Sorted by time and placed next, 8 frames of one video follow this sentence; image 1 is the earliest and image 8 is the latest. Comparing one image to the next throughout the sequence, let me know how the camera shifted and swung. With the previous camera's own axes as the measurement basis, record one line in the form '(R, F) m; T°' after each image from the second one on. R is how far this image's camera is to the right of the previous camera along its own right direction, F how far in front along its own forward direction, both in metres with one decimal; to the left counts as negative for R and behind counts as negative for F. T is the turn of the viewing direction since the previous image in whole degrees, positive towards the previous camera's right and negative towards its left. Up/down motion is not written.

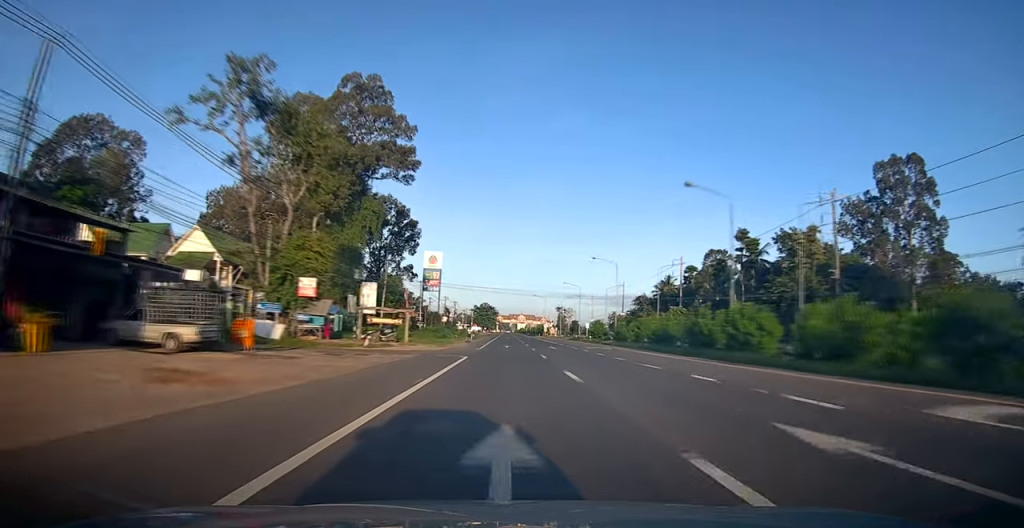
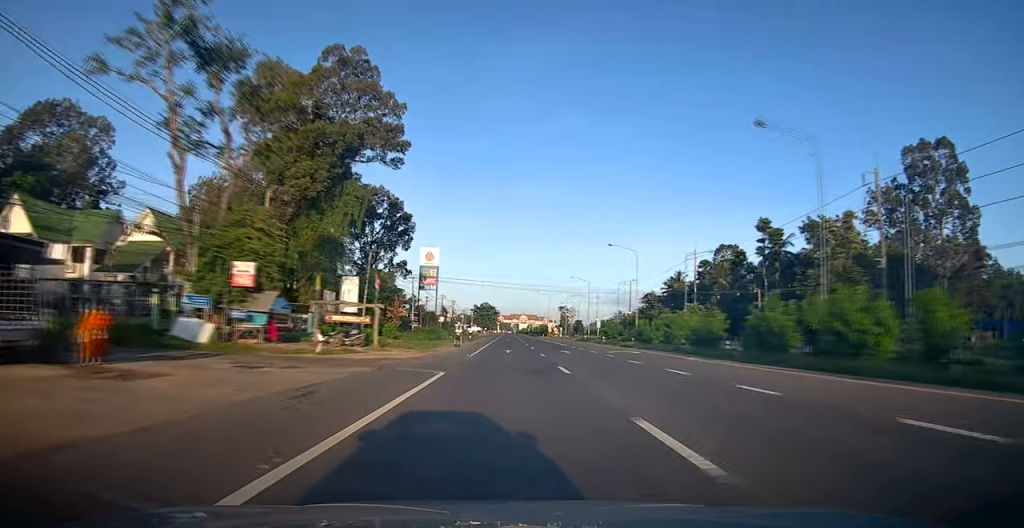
(+0.2, +9.6) m; 0°
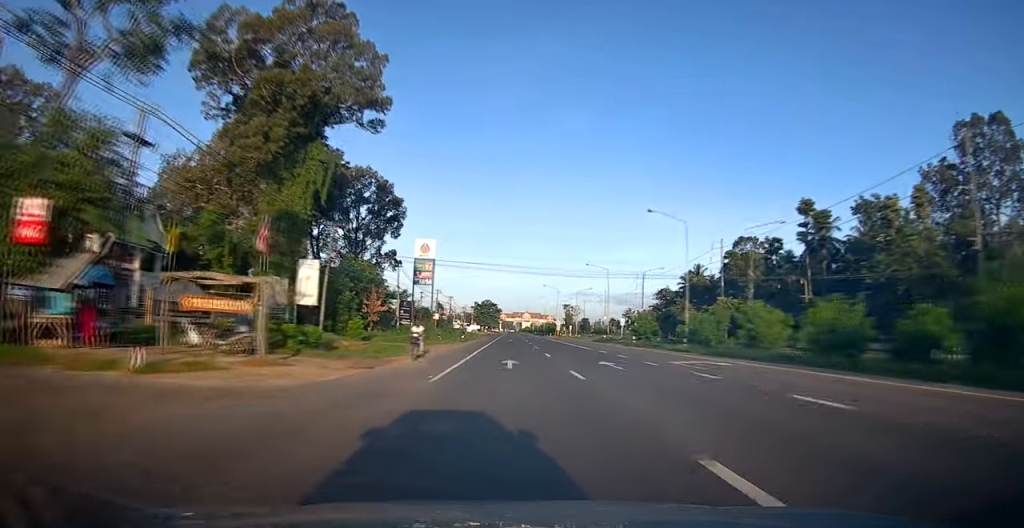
(-0.3, +14.6) m; 0°
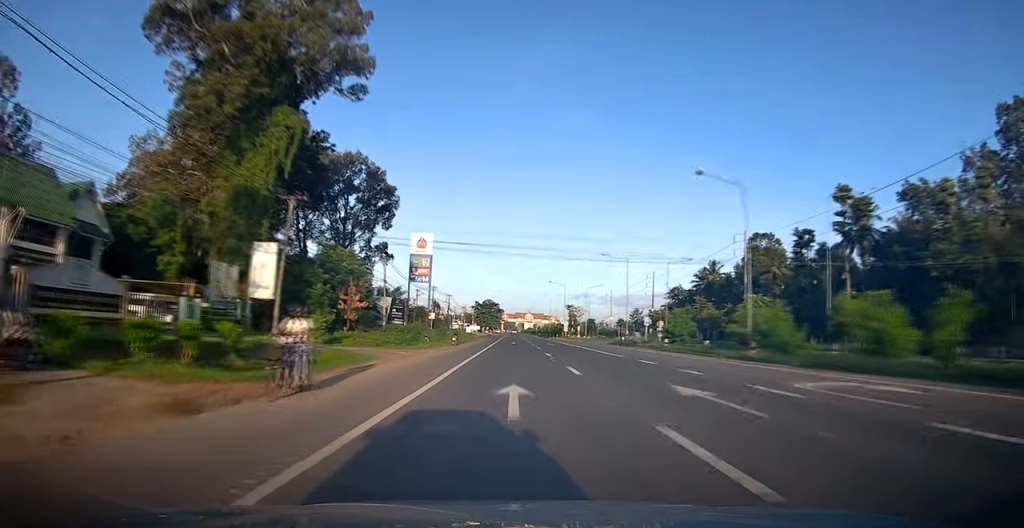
(+0.1, +10.1) m; 0°
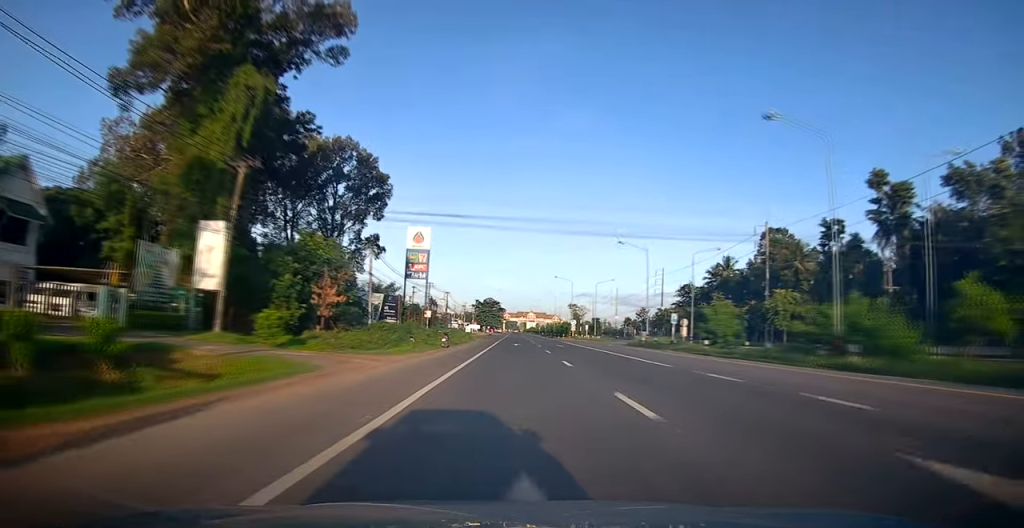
(+0.1, +8.2) m; +1°
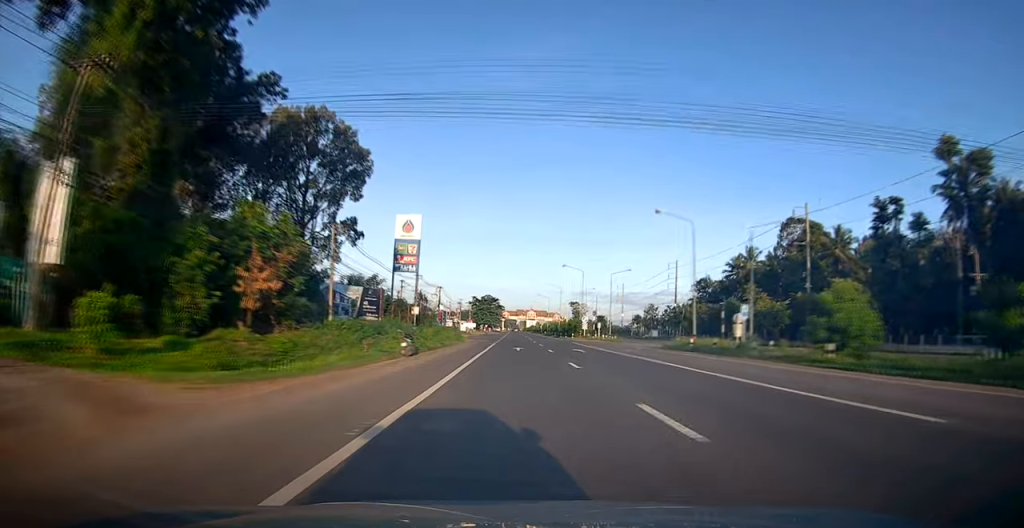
(0.0, +13.8) m; 0°
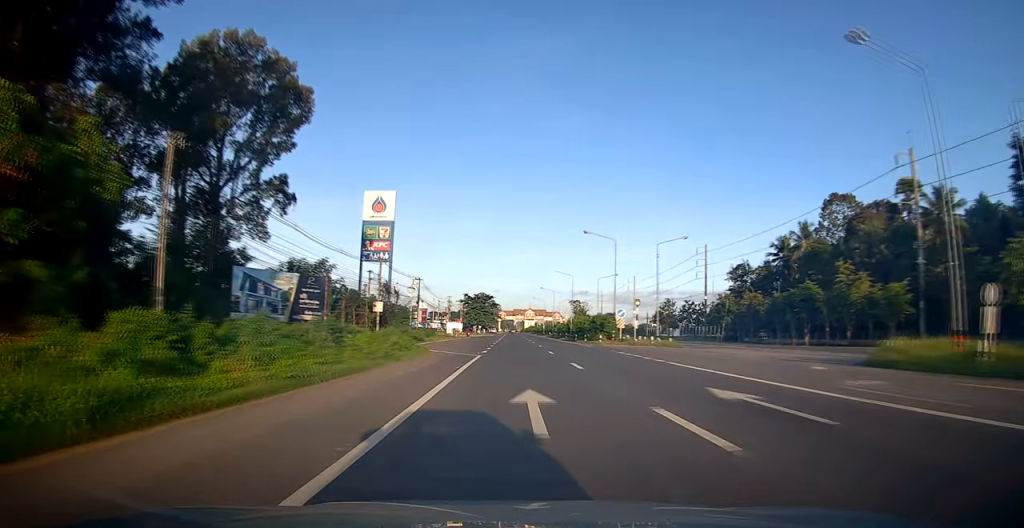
(-0.2, +24.8) m; 0°
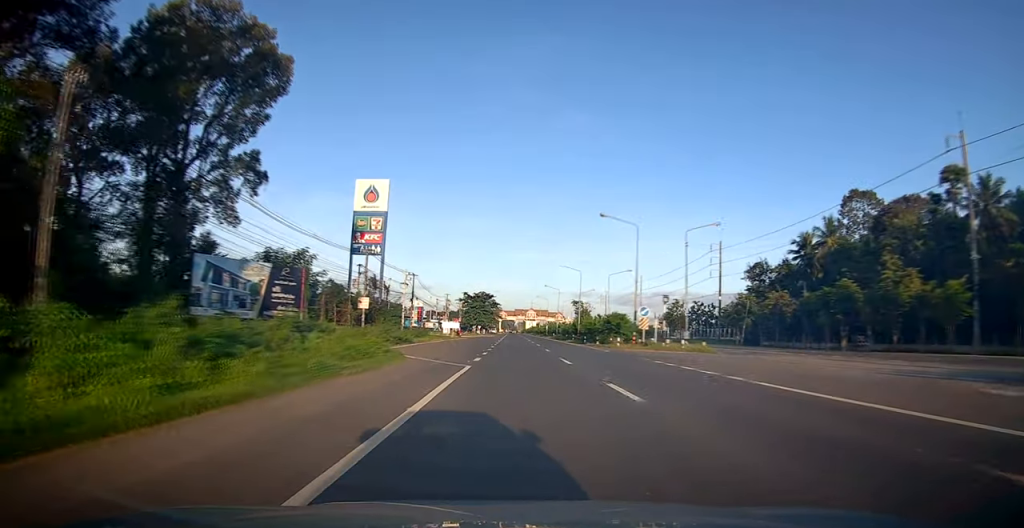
(0.0, +7.6) m; 0°
